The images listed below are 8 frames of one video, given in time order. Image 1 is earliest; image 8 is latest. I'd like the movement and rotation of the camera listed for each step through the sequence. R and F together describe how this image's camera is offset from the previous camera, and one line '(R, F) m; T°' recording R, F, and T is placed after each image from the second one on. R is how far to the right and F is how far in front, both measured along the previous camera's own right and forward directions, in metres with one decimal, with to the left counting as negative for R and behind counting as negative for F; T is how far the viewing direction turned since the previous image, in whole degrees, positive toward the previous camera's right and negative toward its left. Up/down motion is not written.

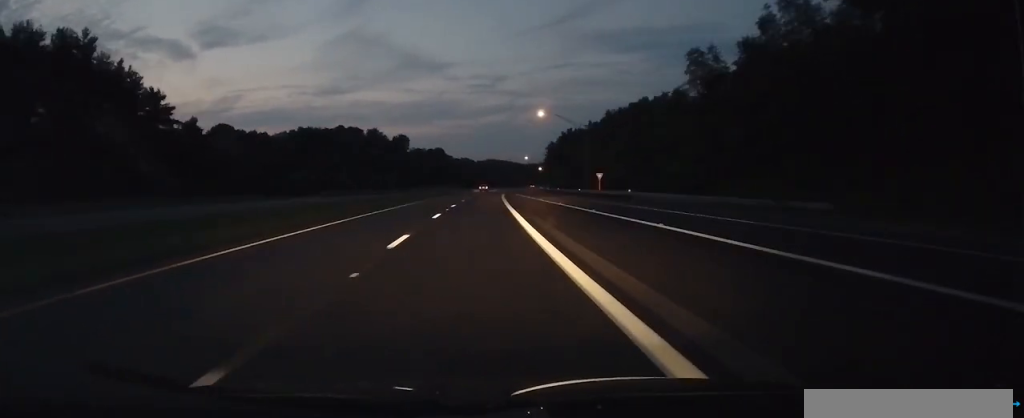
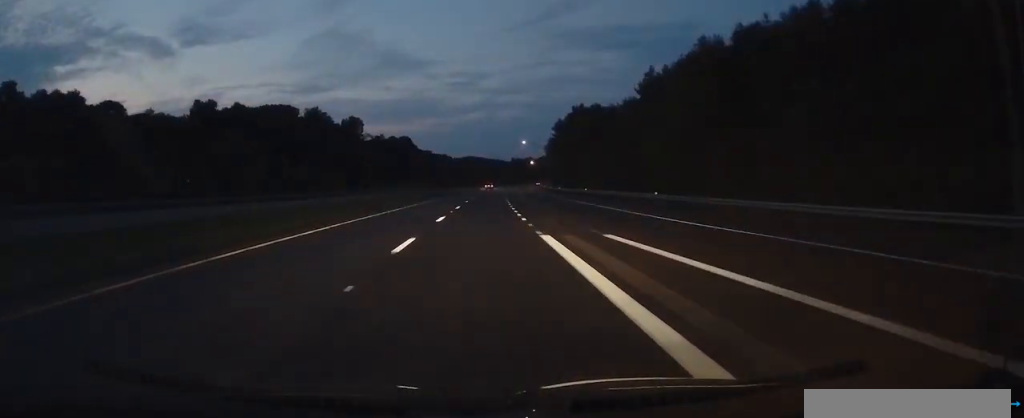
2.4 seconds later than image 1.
(+2.6, +74.8) m; +3°
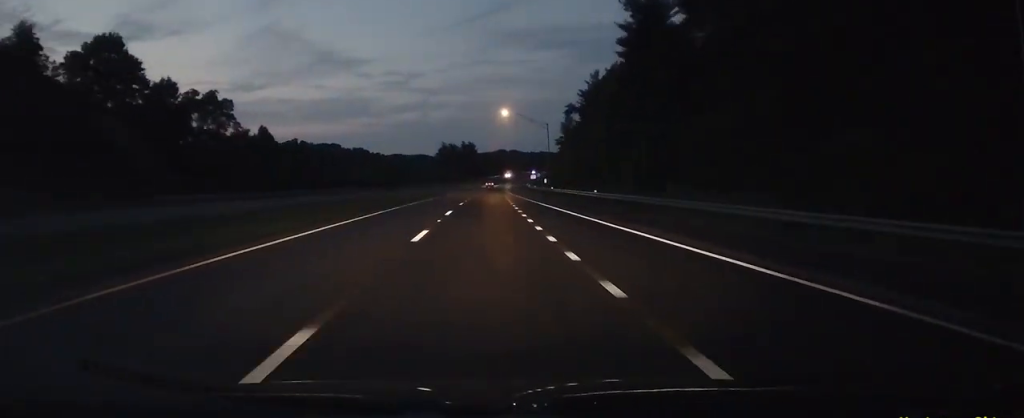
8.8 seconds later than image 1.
(+10.8, +202.9) m; +6°
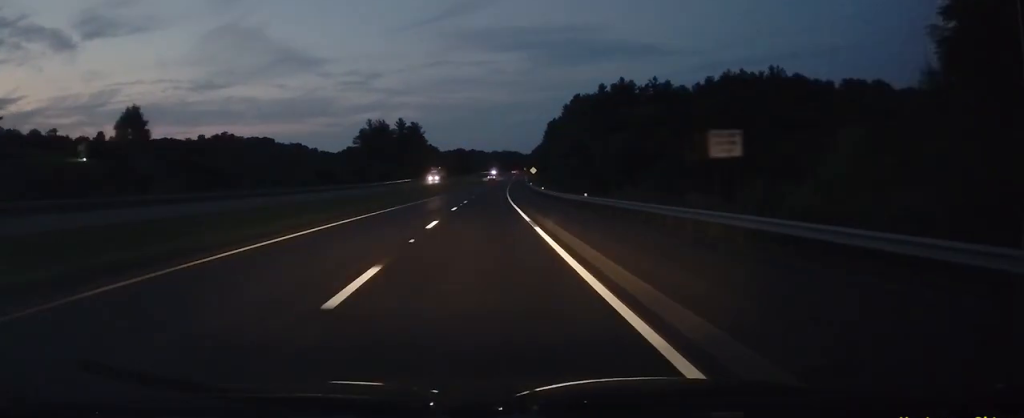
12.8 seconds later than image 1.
(+4.4, +128.6) m; +4°
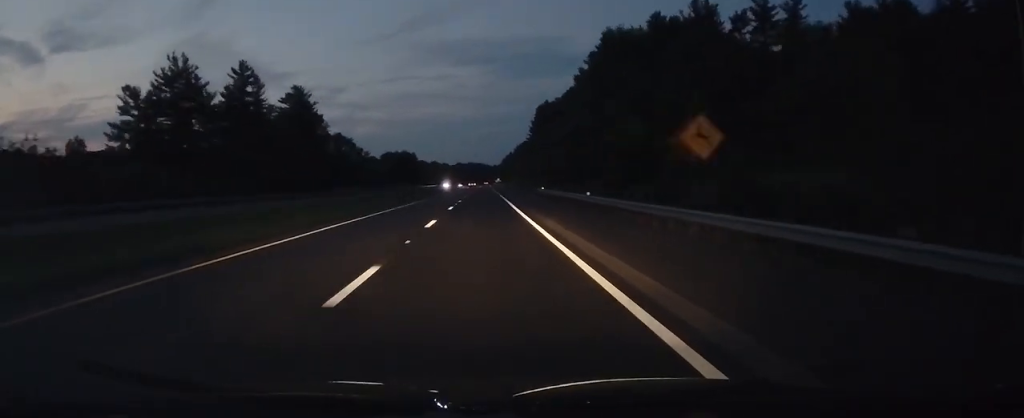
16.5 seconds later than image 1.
(+3.6, +120.6) m; +3°
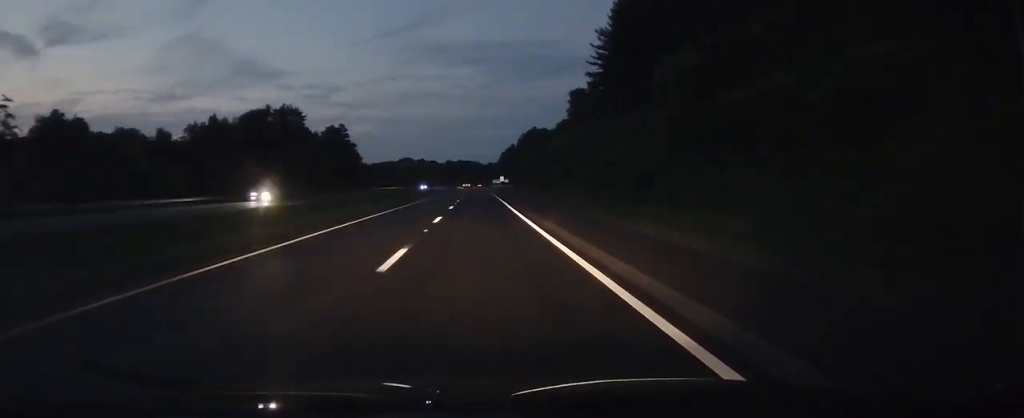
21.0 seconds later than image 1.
(+2.9, +142.5) m; +1°
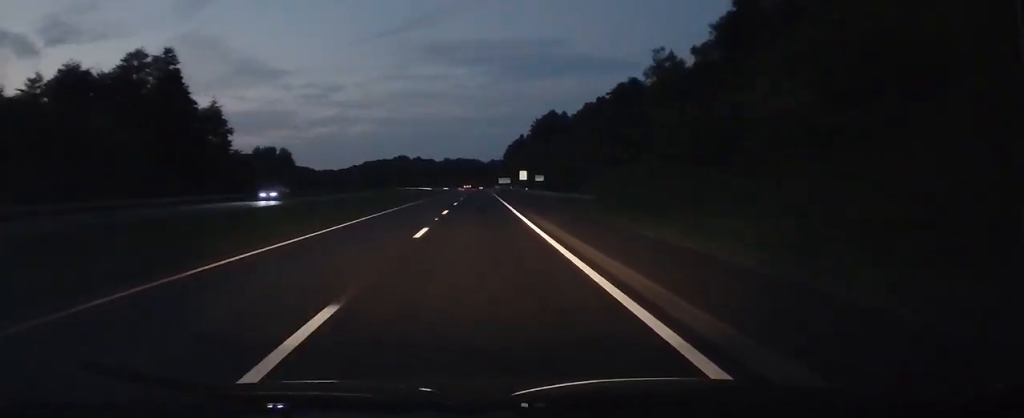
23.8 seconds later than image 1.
(-0.4, +91.2) m; 0°
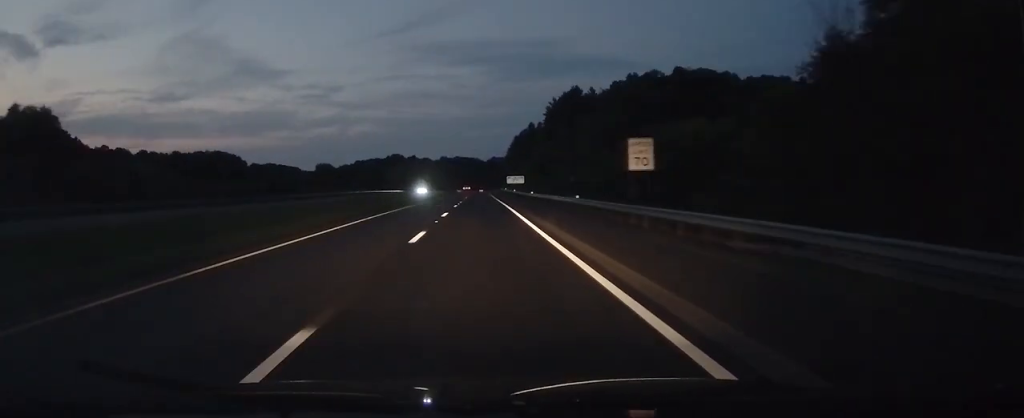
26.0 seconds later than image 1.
(-0.3, +74.3) m; 0°
